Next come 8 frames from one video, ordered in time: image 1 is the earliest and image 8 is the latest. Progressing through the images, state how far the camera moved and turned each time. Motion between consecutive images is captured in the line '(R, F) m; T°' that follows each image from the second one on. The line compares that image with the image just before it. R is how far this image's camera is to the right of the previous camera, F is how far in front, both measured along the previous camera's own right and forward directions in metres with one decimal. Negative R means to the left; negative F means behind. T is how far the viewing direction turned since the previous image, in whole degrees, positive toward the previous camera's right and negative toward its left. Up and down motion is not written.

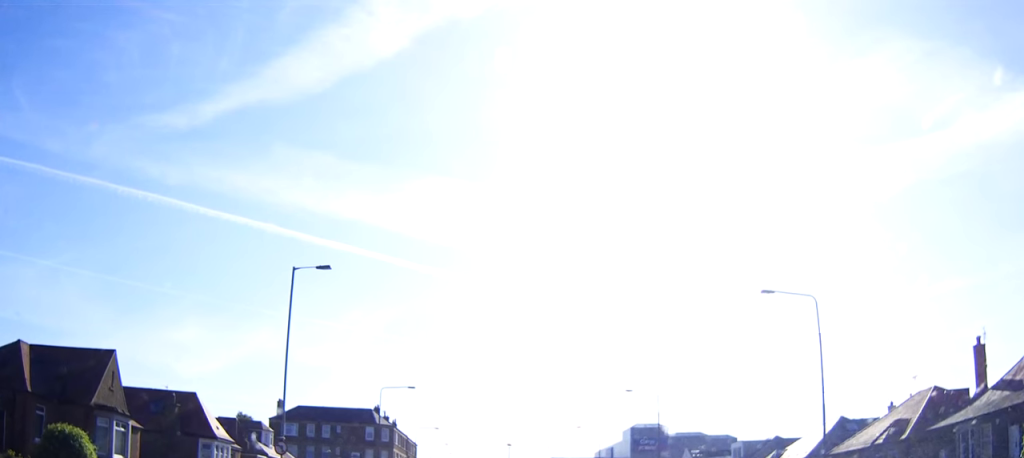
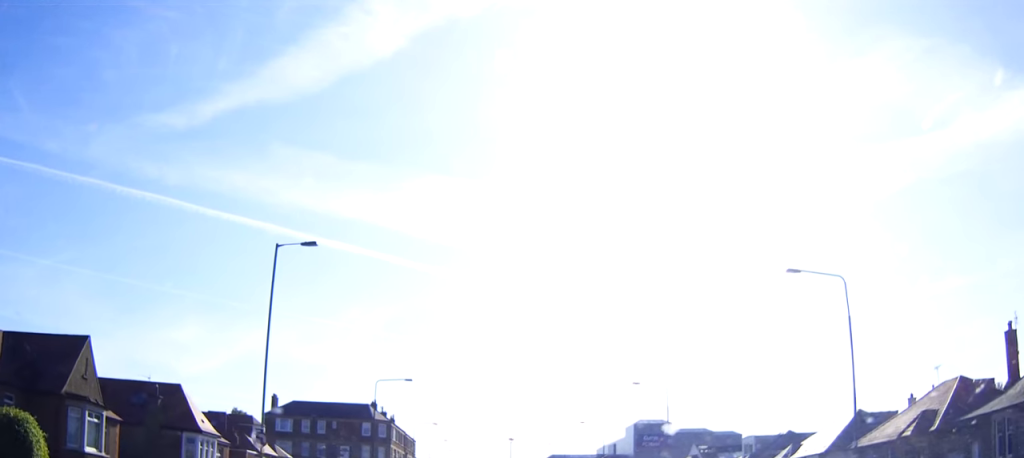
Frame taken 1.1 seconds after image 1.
(+0.1, +2.0) m; +1°
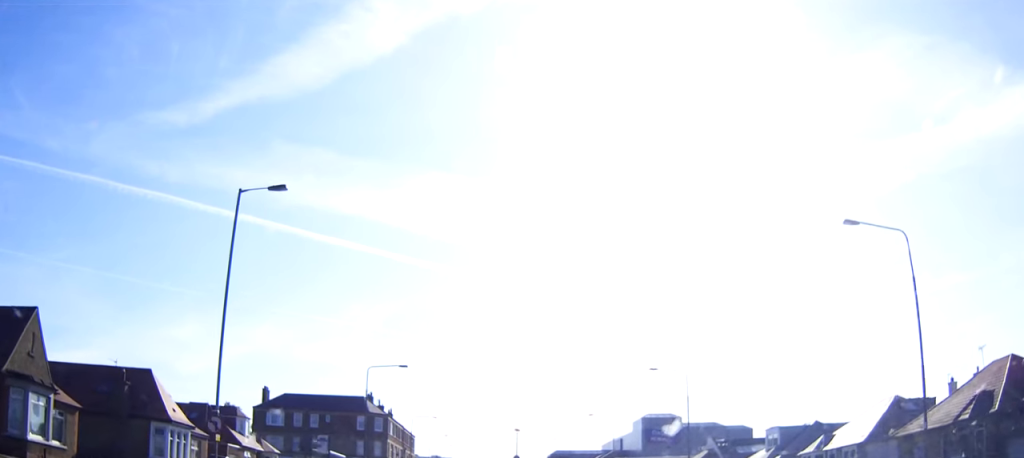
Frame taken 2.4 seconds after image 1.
(-0.1, +5.1) m; -1°
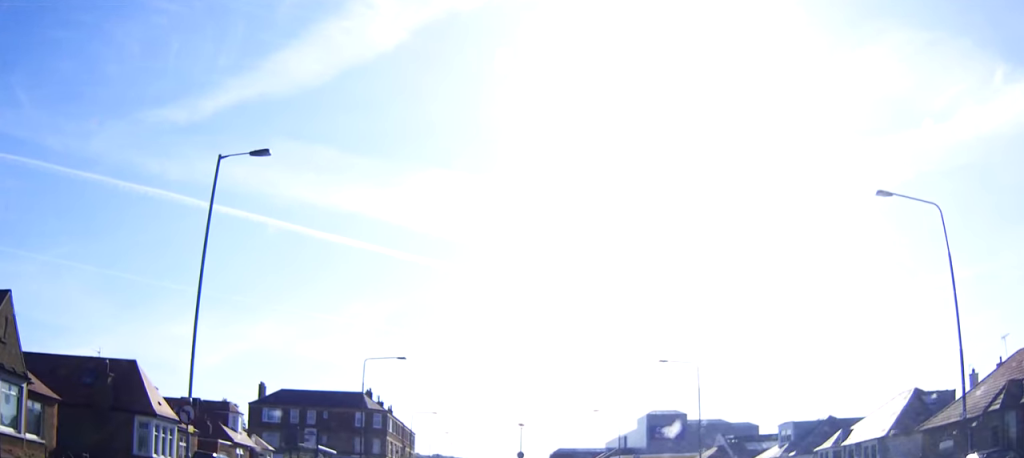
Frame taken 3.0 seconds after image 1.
(0.0, +2.4) m; 0°
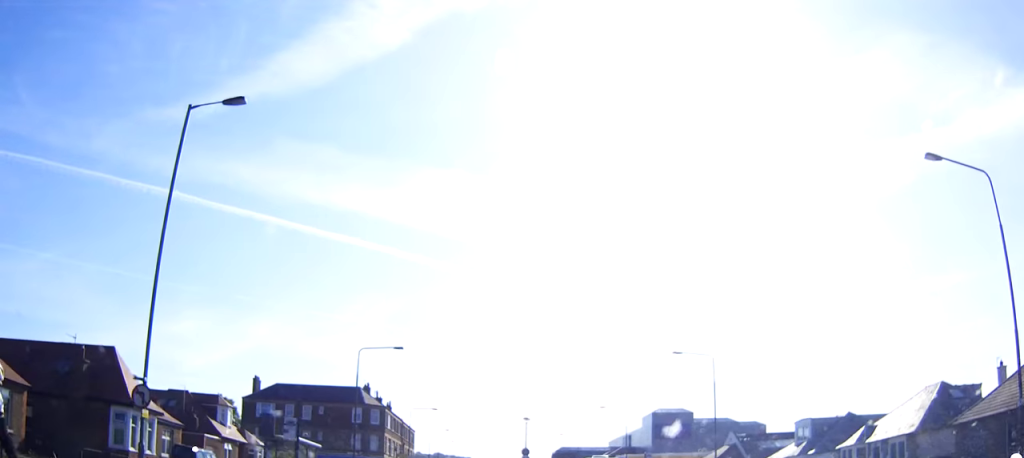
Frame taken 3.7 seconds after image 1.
(0.0, +3.4) m; 0°
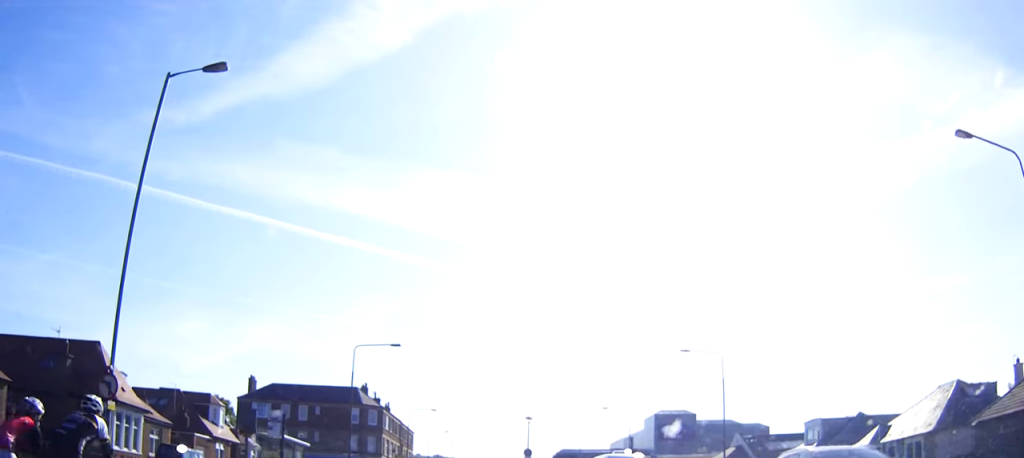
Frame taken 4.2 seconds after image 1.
(0.0, +2.2) m; 0°
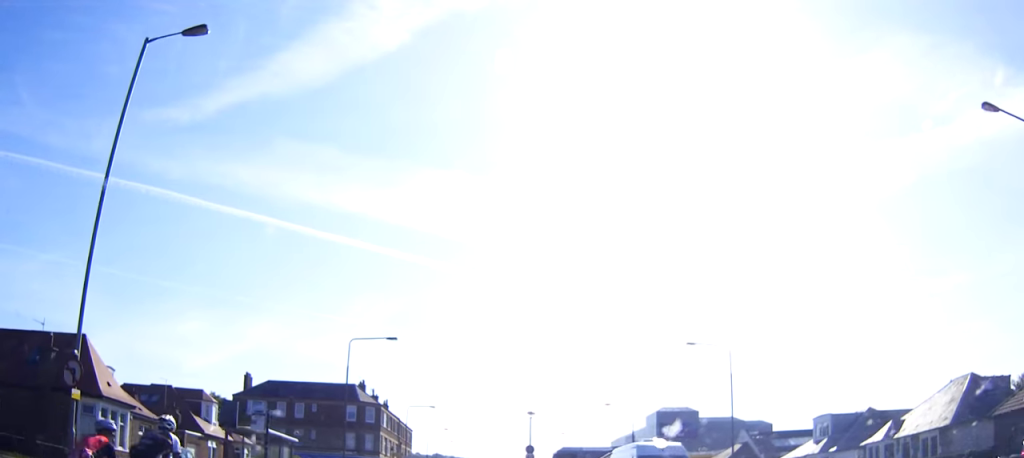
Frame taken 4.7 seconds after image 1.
(0.0, +1.9) m; 0°
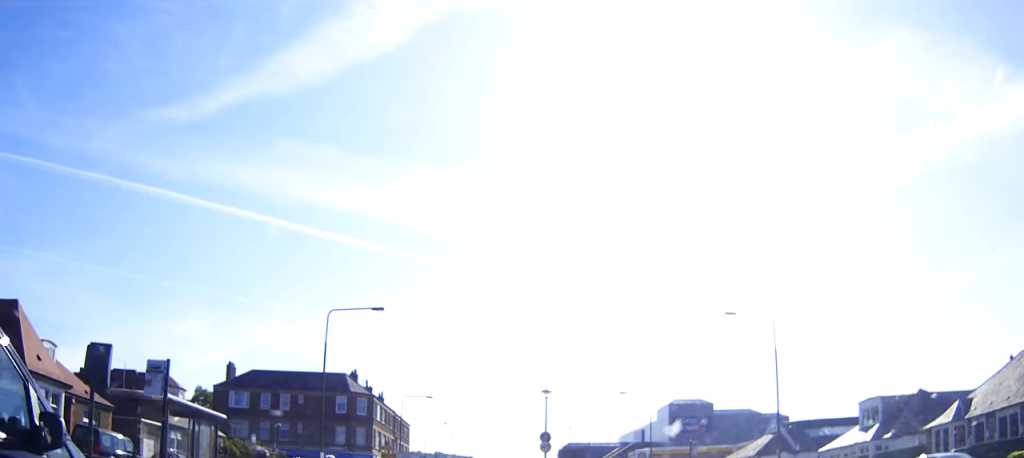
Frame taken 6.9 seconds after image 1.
(-0.1, +6.2) m; 0°
